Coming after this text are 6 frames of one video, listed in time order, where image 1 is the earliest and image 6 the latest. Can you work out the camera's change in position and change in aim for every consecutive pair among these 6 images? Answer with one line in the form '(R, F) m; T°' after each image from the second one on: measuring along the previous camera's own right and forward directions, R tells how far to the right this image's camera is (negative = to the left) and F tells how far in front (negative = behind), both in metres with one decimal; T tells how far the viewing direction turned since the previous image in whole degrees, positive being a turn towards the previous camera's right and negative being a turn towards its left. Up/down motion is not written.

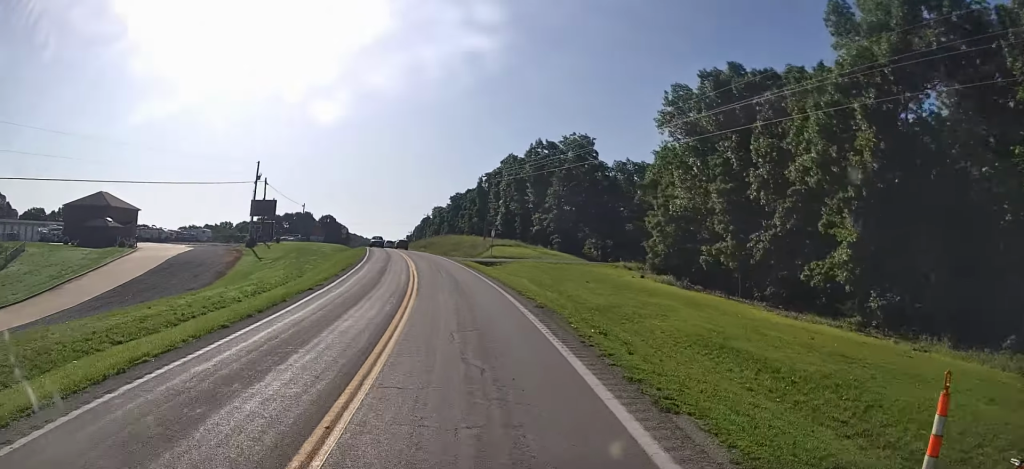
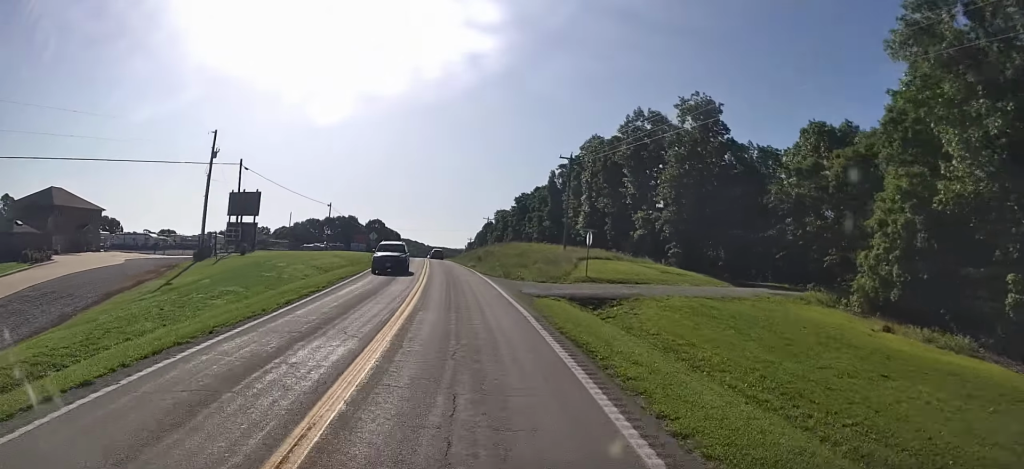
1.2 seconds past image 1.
(-0.9, +30.8) m; -2°
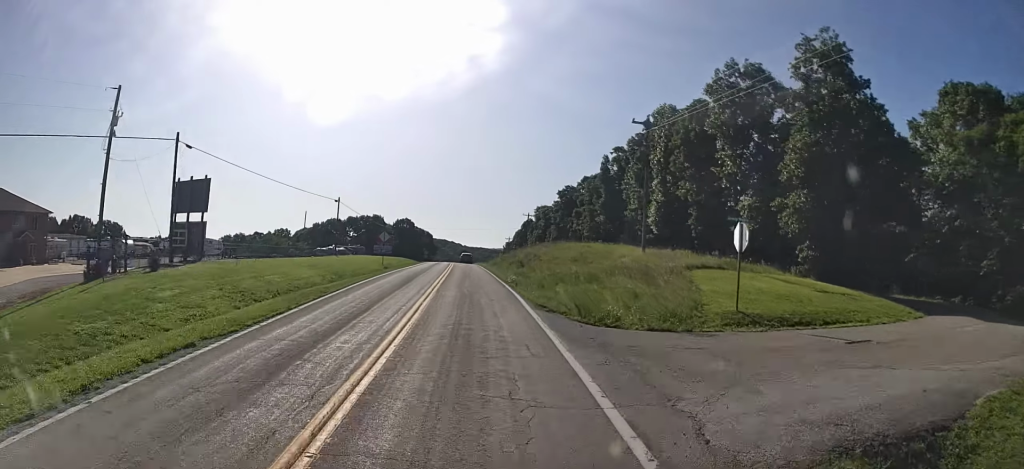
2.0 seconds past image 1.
(0.0, +20.6) m; -2°
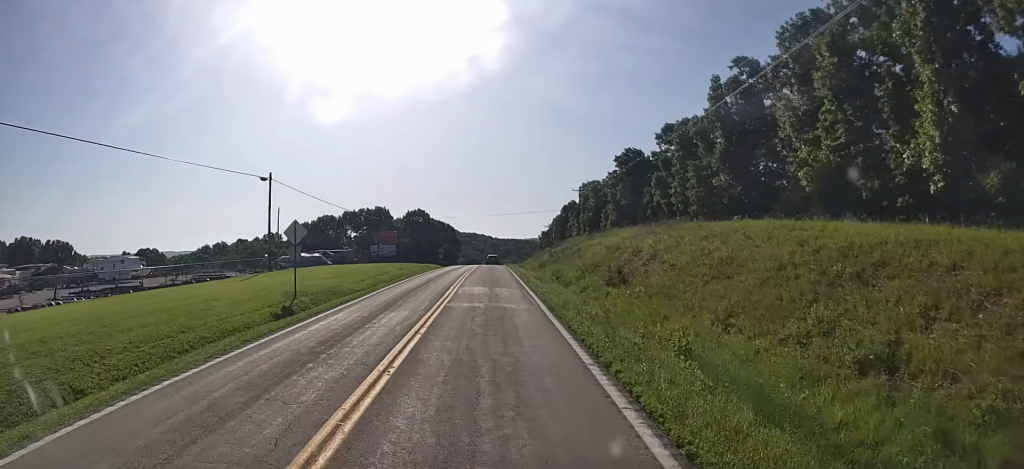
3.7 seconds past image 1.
(-2.3, +40.7) m; -5°
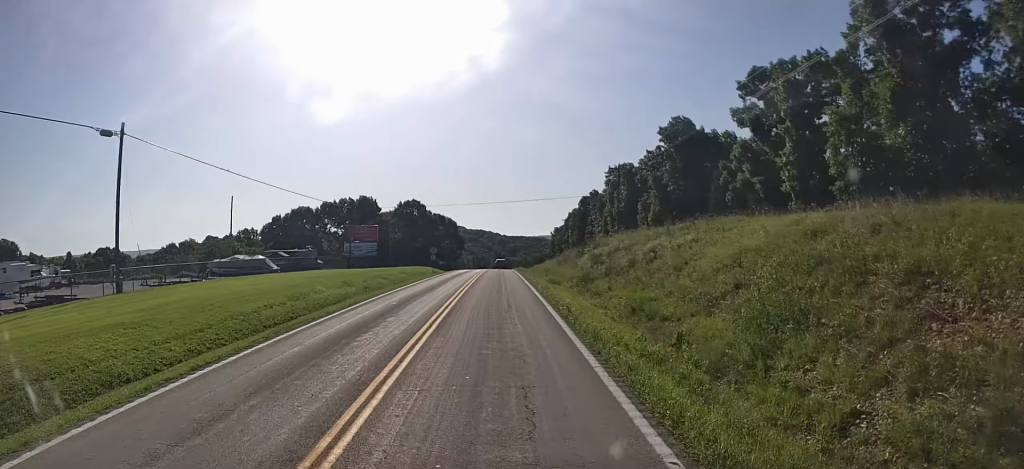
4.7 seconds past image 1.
(-0.3, +25.7) m; -1°
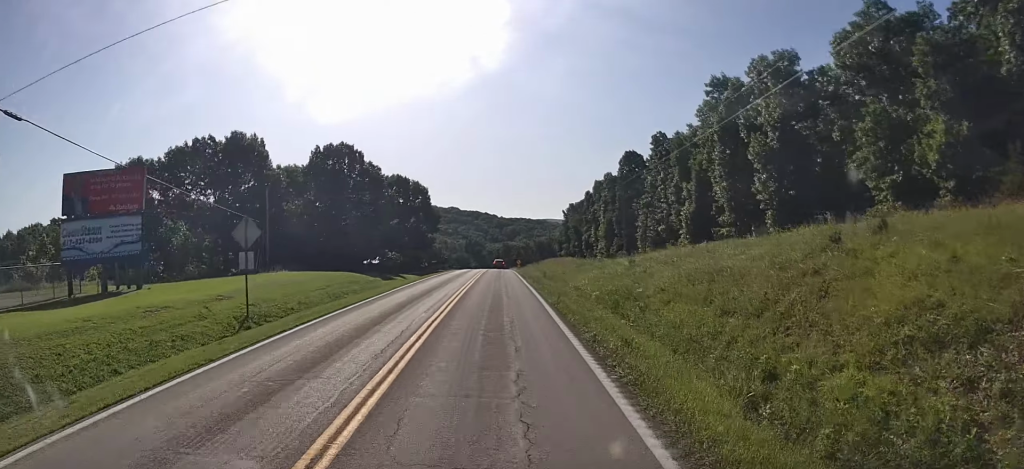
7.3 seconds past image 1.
(+0.1, +61.6) m; 0°
